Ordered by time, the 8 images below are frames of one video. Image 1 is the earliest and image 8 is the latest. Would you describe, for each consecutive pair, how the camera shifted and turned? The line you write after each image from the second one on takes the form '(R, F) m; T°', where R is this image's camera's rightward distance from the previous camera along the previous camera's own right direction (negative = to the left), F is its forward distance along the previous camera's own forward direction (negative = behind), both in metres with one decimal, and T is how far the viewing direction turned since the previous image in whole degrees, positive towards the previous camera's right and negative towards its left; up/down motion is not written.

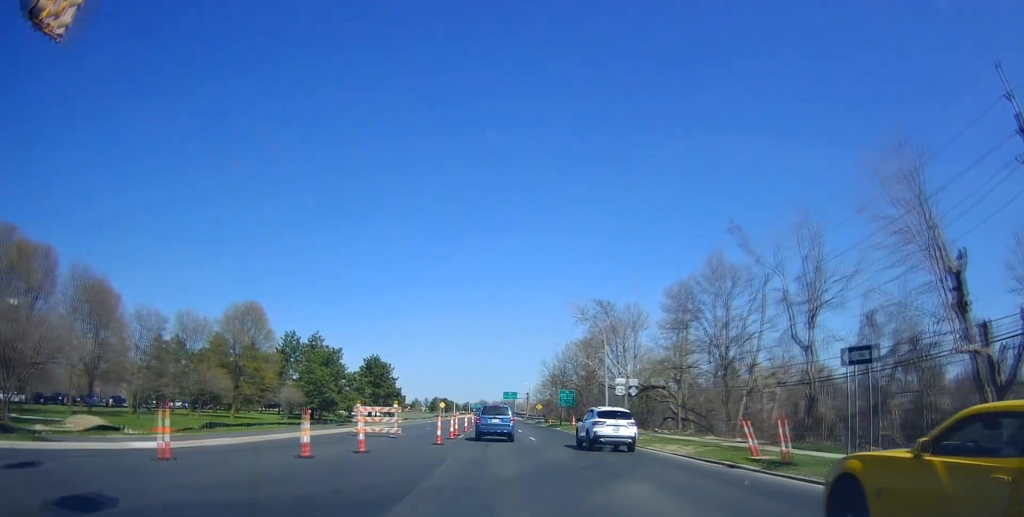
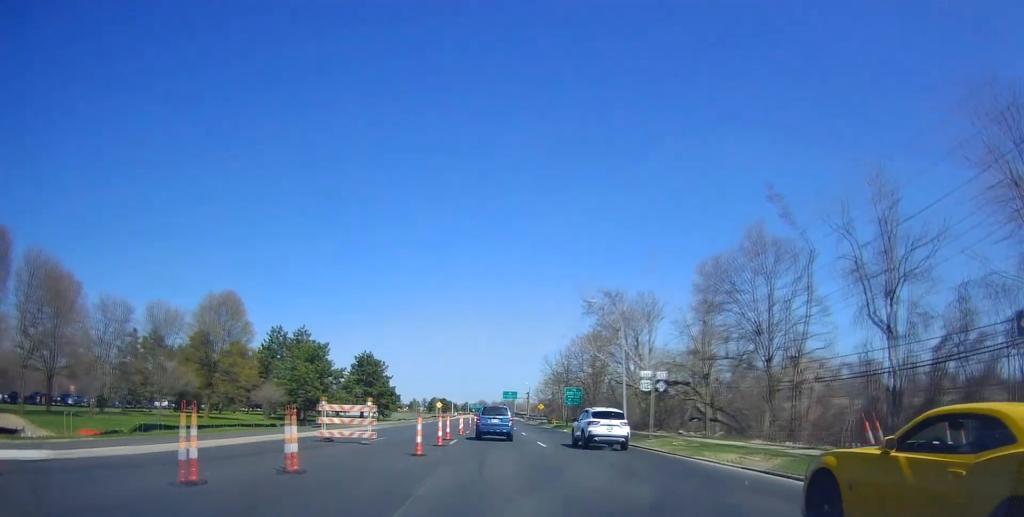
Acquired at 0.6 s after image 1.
(-0.3, +6.0) m; 0°
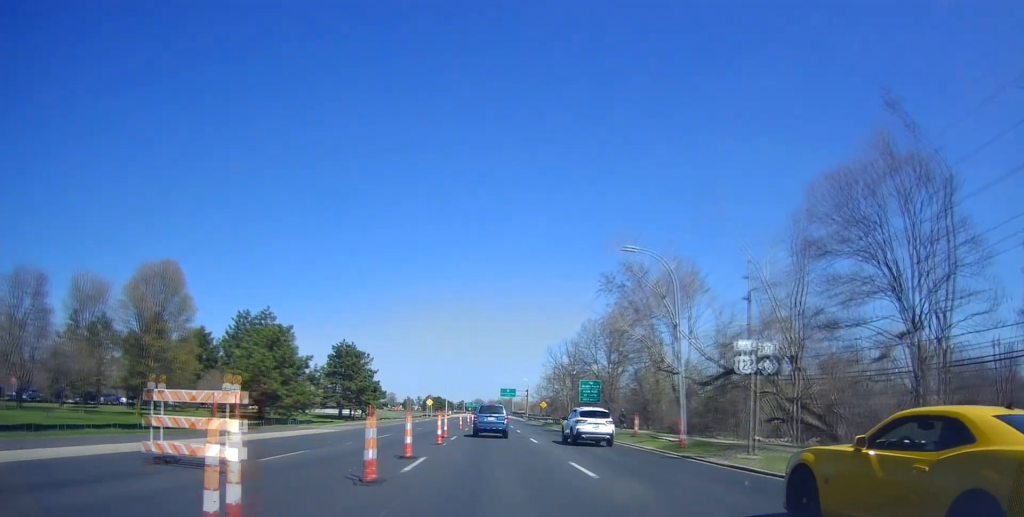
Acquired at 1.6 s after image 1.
(+0.2, +12.0) m; -1°
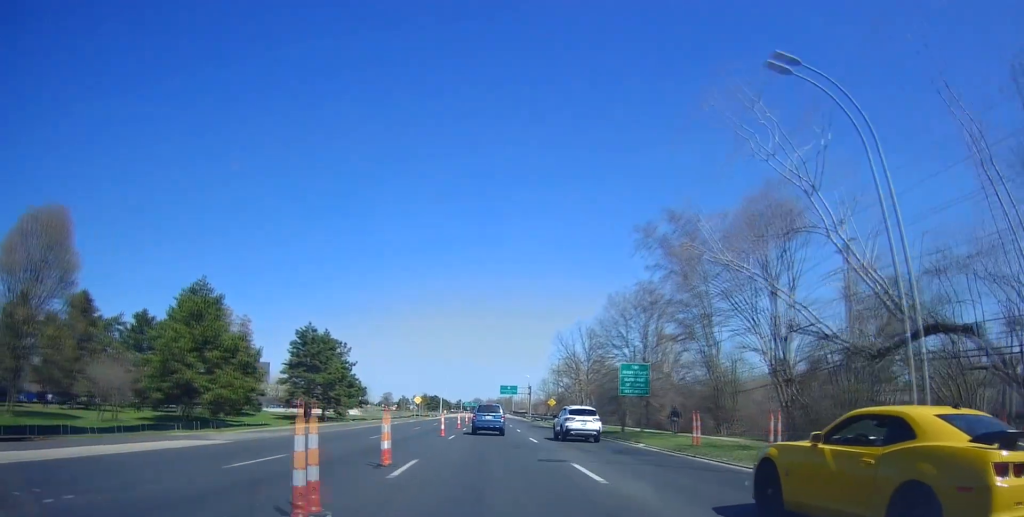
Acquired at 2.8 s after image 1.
(-0.6, +15.7) m; -2°
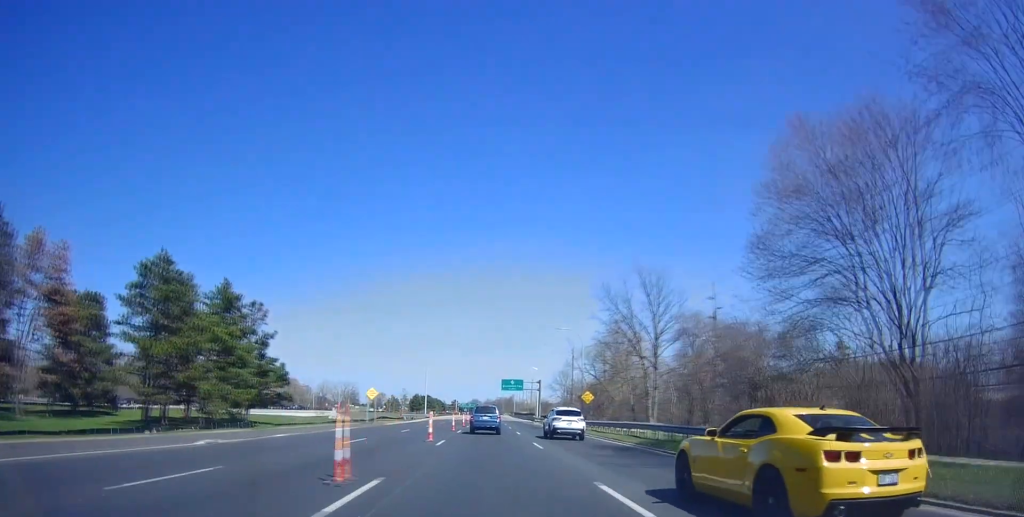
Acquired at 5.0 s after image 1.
(+0.3, +33.5) m; +2°
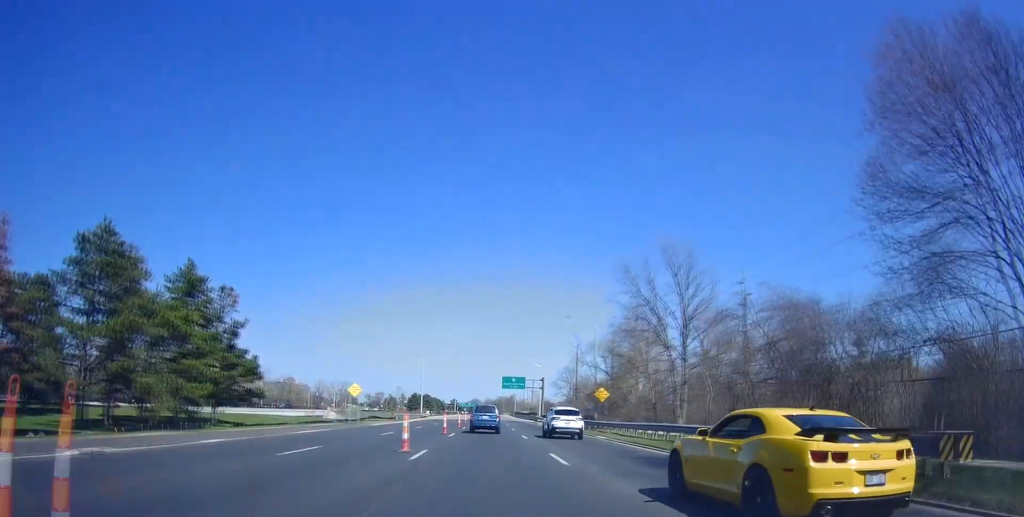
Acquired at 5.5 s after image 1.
(+0.3, +7.2) m; 0°
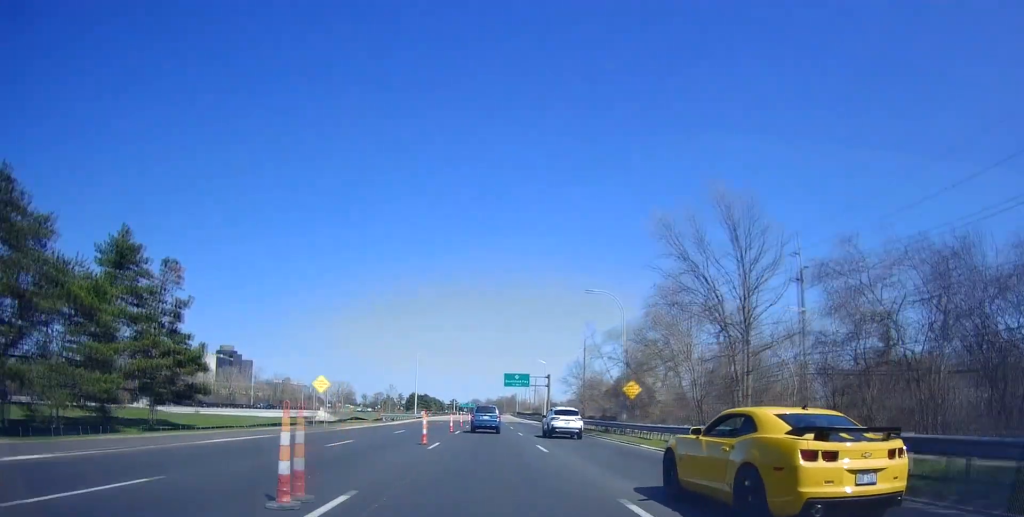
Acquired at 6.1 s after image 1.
(+0.2, +10.1) m; 0°
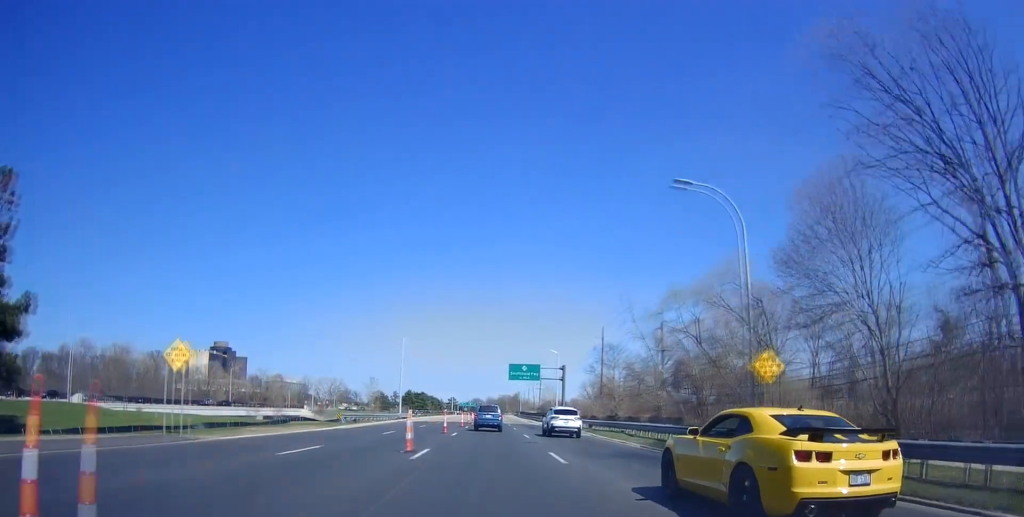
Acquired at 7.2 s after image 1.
(-0.4, +19.7) m; -1°
